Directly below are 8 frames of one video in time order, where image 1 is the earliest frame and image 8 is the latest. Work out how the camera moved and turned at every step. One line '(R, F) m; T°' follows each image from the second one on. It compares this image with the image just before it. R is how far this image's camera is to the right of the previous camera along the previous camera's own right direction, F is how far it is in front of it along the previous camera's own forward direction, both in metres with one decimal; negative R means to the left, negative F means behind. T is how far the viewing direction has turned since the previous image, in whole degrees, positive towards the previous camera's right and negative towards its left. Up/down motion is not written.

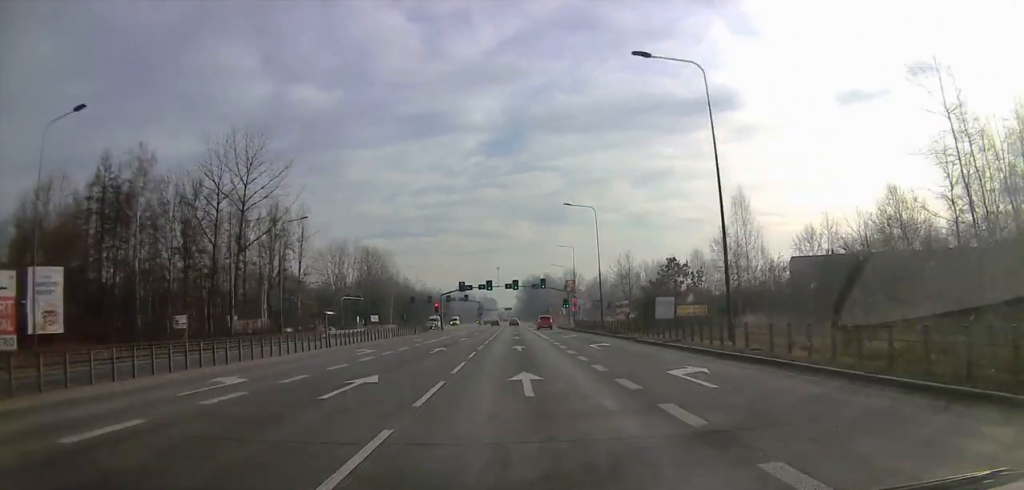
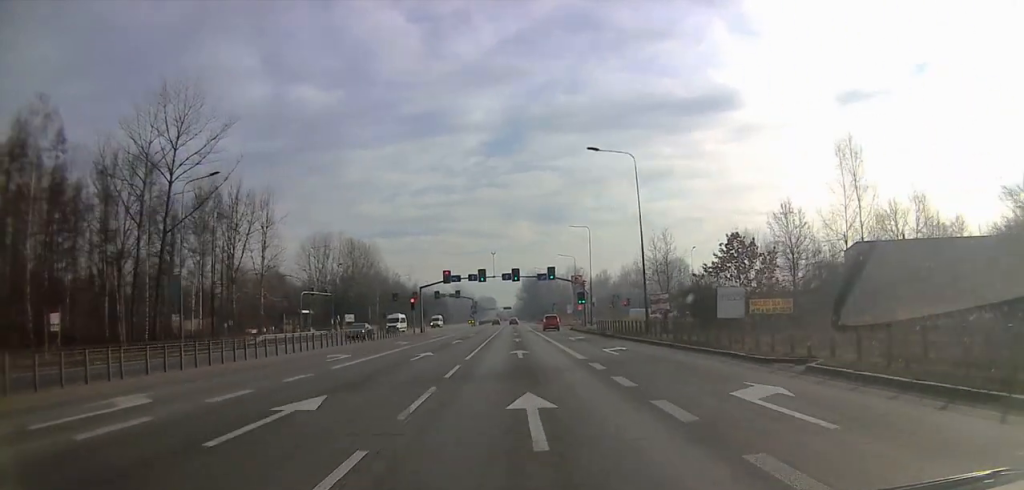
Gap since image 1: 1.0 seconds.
(-0.3, +19.5) m; -2°
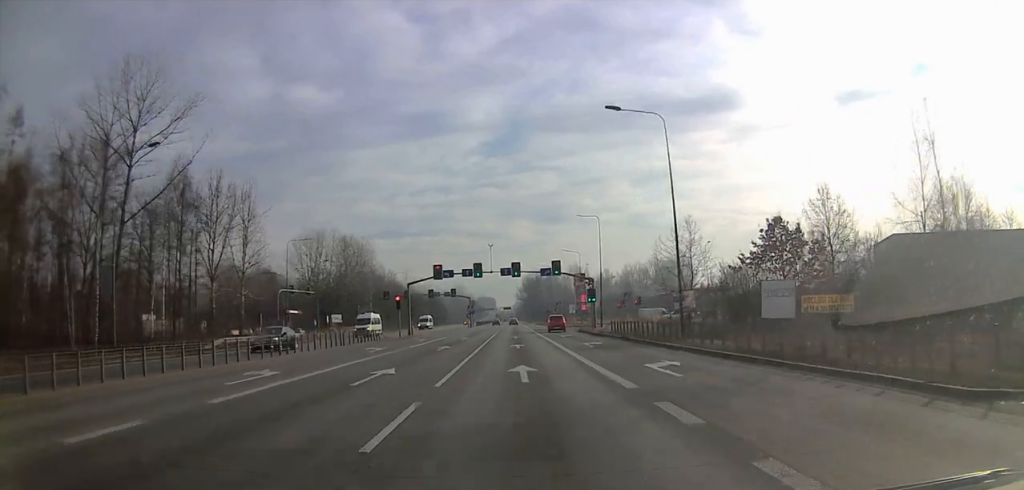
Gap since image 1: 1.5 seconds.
(-0.2, +8.1) m; +1°
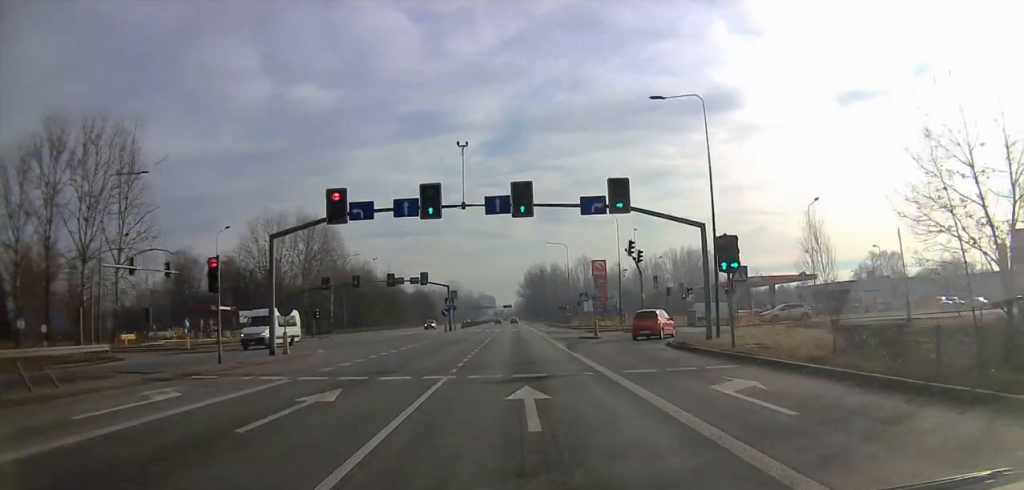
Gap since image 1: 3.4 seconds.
(+0.6, +35.5) m; +1°
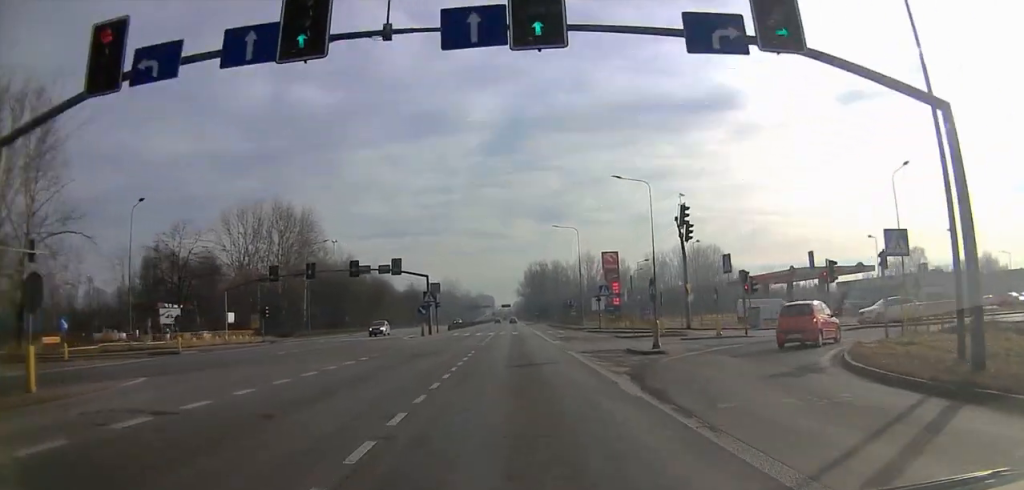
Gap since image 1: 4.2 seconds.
(-0.4, +16.4) m; 0°
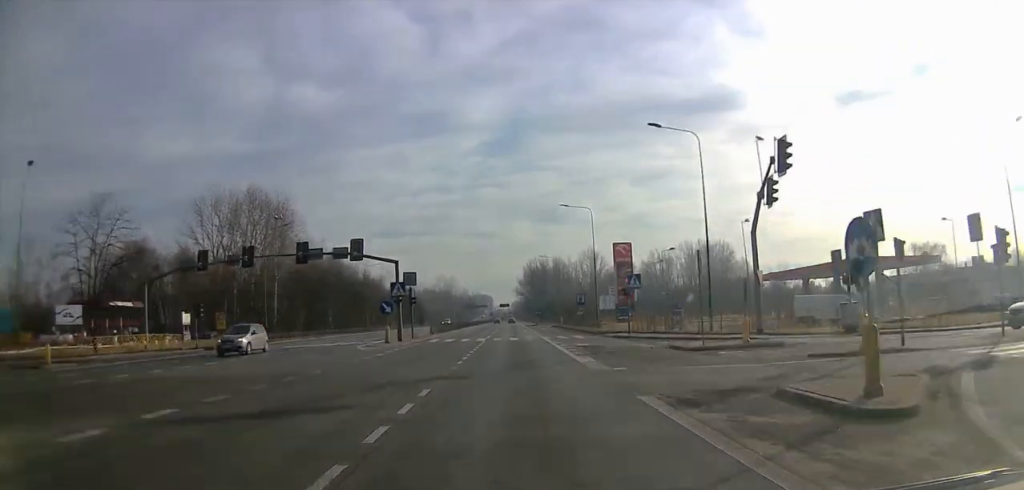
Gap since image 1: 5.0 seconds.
(+0.4, +13.9) m; +2°
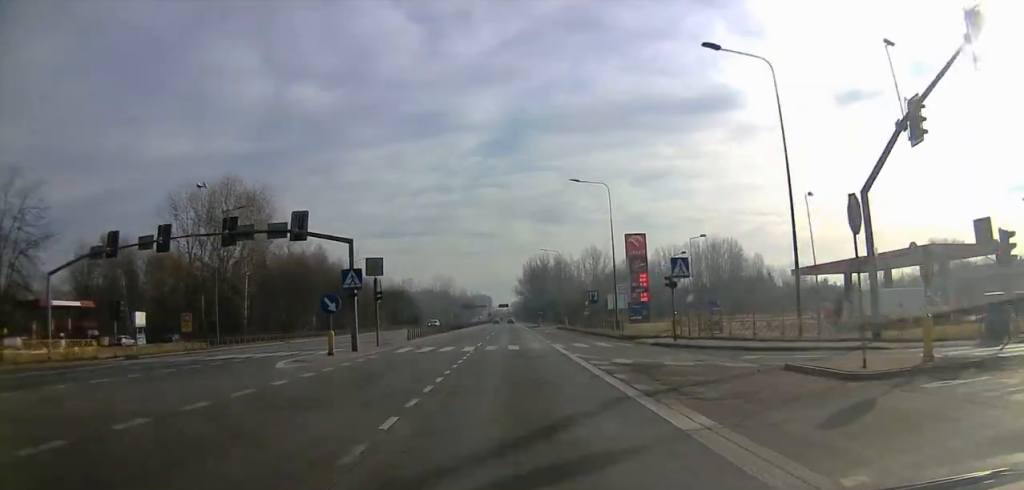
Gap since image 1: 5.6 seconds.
(+0.2, +12.0) m; 0°
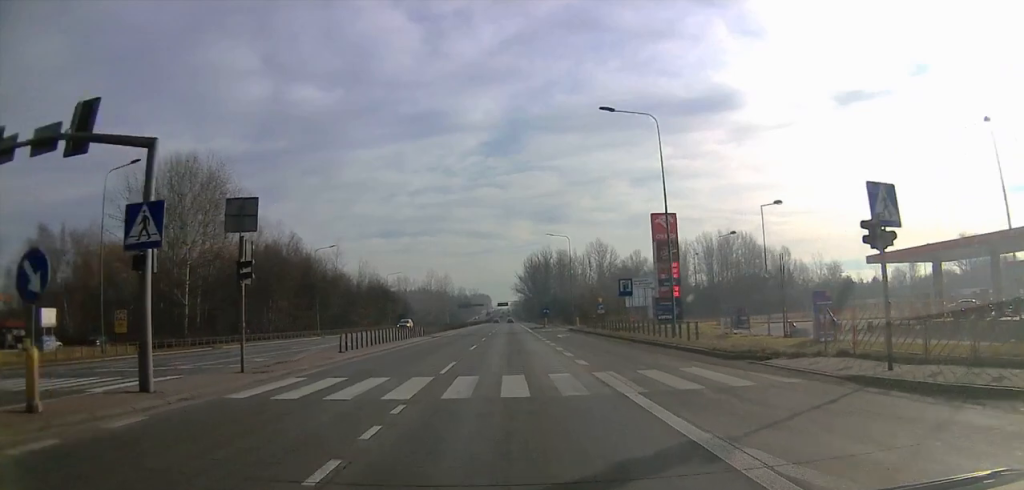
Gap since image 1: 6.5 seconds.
(0.0, +17.0) m; 0°
